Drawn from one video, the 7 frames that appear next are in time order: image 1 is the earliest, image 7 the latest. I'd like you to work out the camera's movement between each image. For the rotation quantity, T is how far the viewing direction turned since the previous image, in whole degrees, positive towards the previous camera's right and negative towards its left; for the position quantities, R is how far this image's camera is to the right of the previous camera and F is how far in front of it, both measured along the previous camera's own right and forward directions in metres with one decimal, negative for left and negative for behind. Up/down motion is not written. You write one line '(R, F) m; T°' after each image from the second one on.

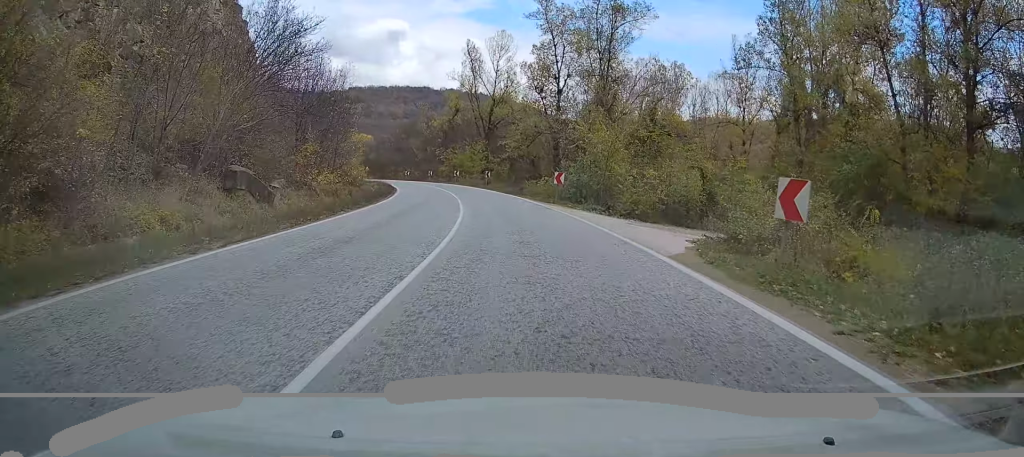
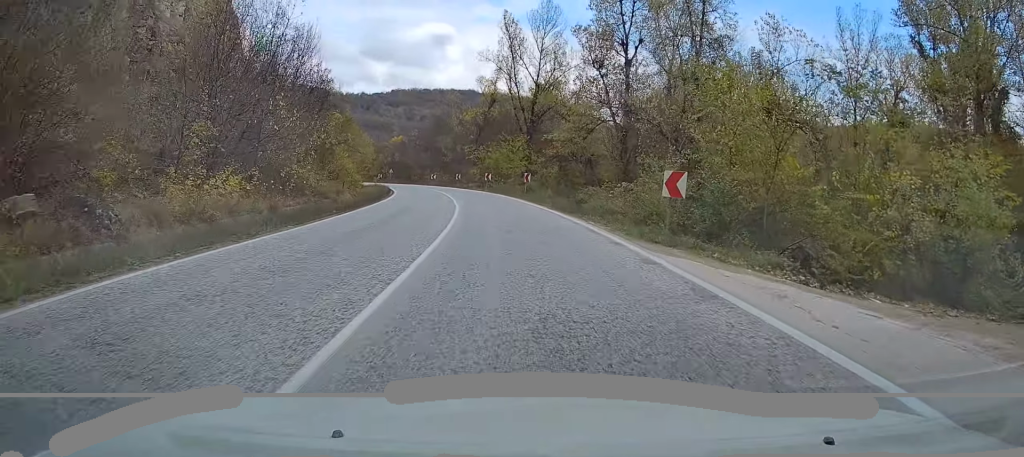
(-0.7, +18.9) m; -4°
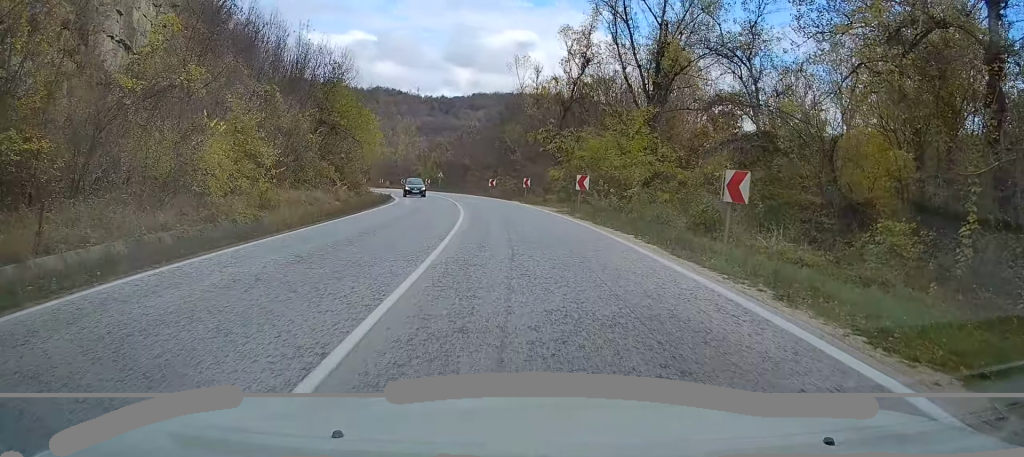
(-2.6, +32.2) m; -8°
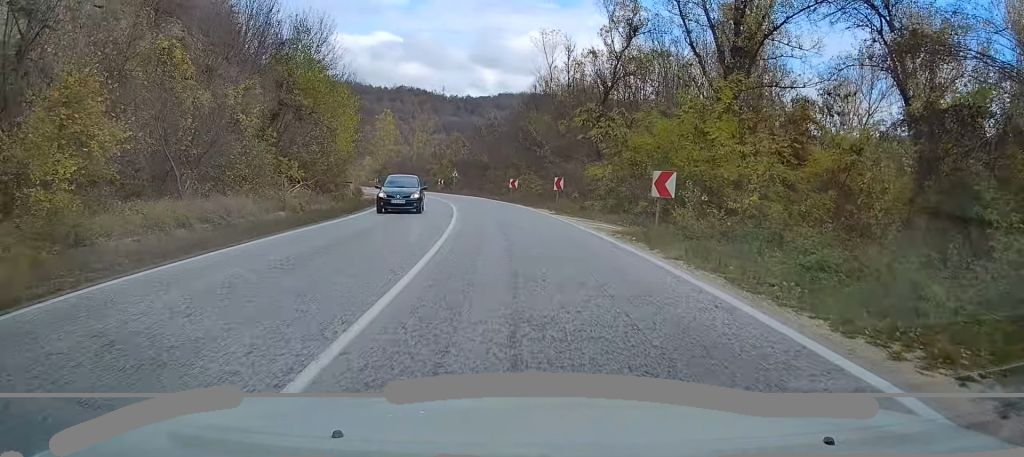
(+0.1, +12.0) m; -2°
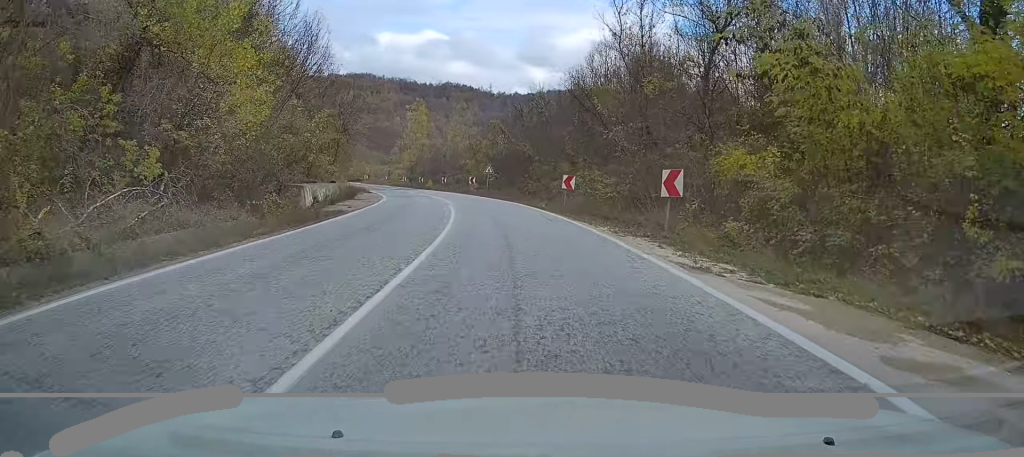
(-0.6, +16.9) m; -4°
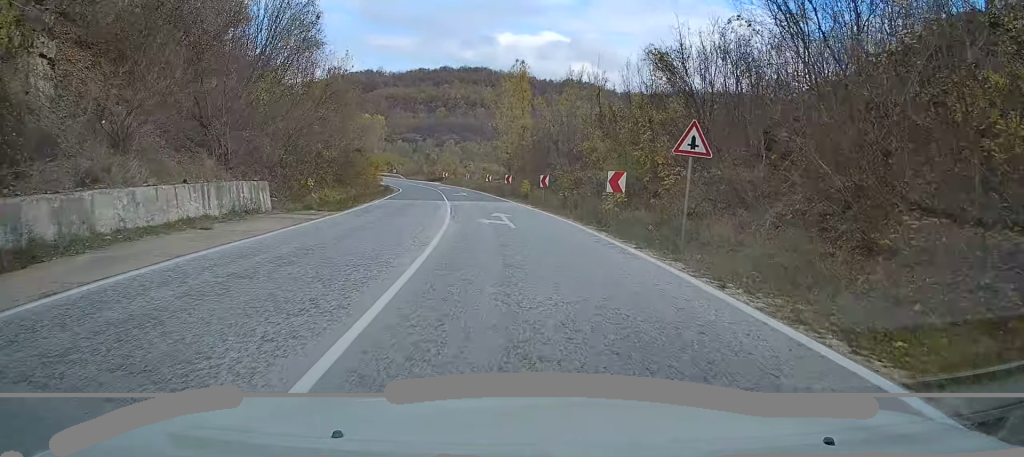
(-4.3, +40.0) m; -11°
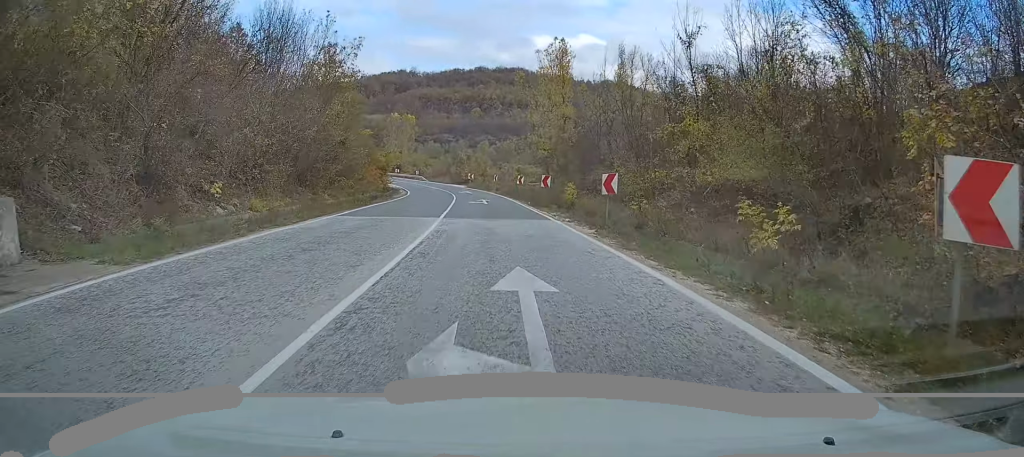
(-0.4, +14.7) m; -3°
